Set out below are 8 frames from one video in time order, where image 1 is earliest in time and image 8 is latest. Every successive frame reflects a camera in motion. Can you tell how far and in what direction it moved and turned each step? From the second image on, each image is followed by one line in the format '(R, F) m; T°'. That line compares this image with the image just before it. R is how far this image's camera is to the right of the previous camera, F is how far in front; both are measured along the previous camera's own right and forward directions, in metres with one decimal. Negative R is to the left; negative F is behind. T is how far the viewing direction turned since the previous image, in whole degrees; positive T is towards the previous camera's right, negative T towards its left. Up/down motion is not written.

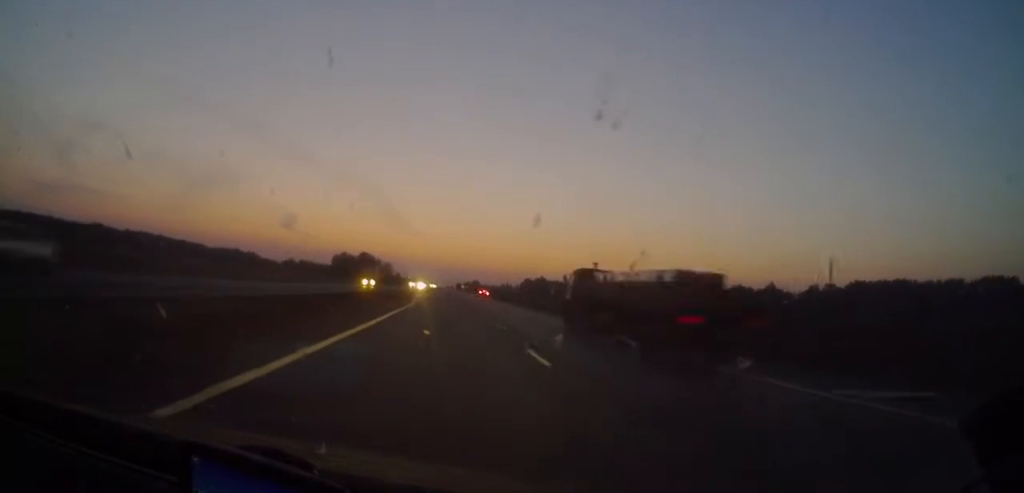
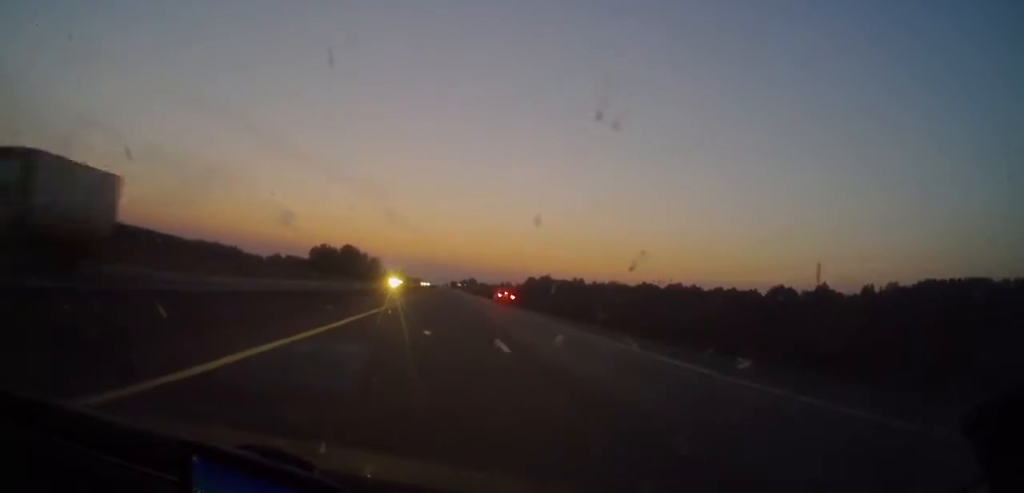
(-0.2, +57.2) m; +1°
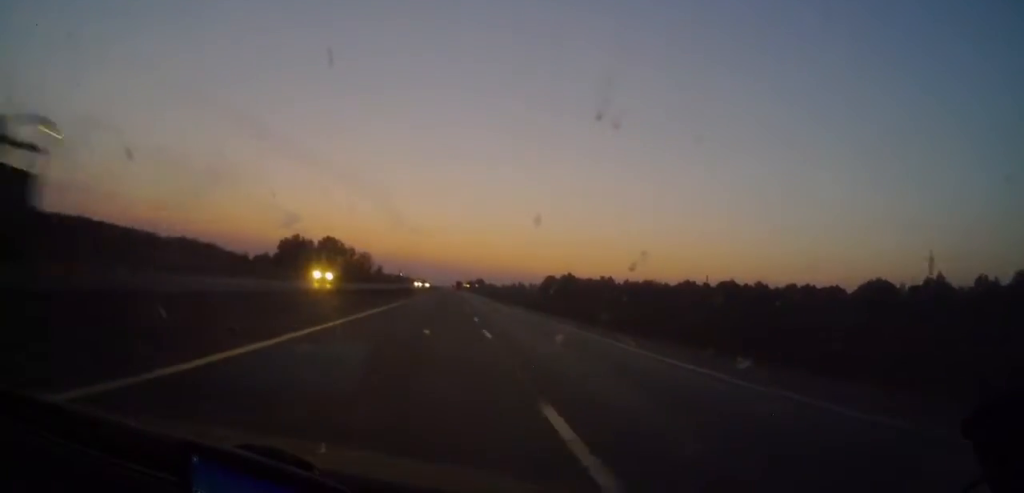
(+0.6, +80.2) m; 0°
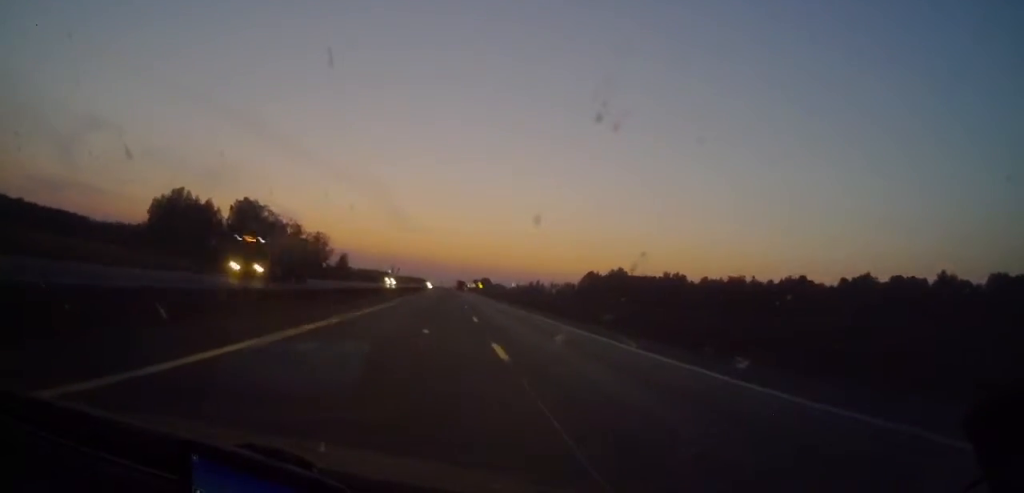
(-1.7, +137.3) m; -2°
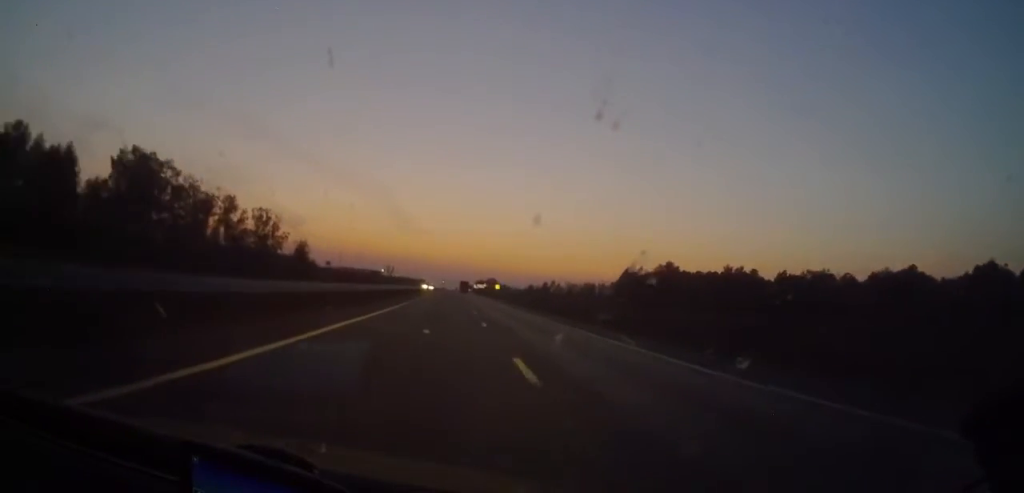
(-1.5, +76.7) m; 0°
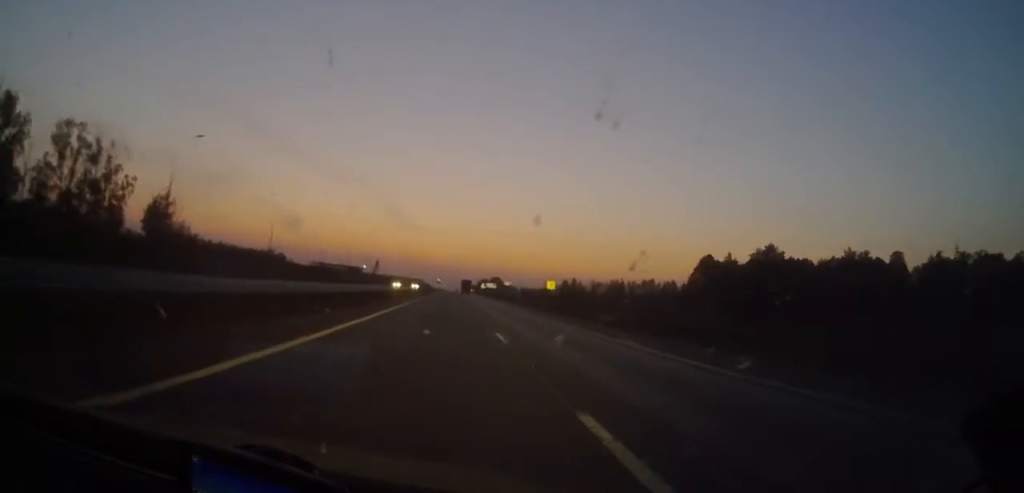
(+1.8, +92.6) m; +1°
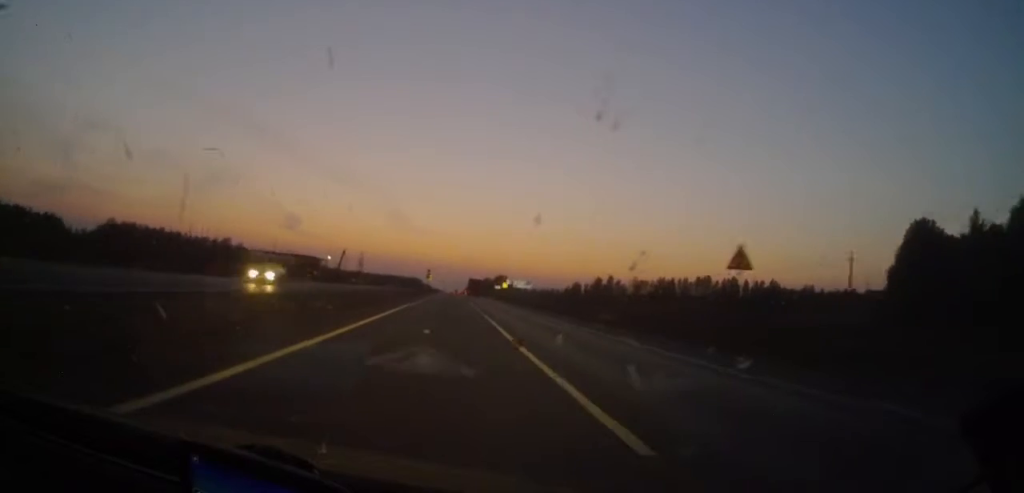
(-0.3, +105.8) m; 0°
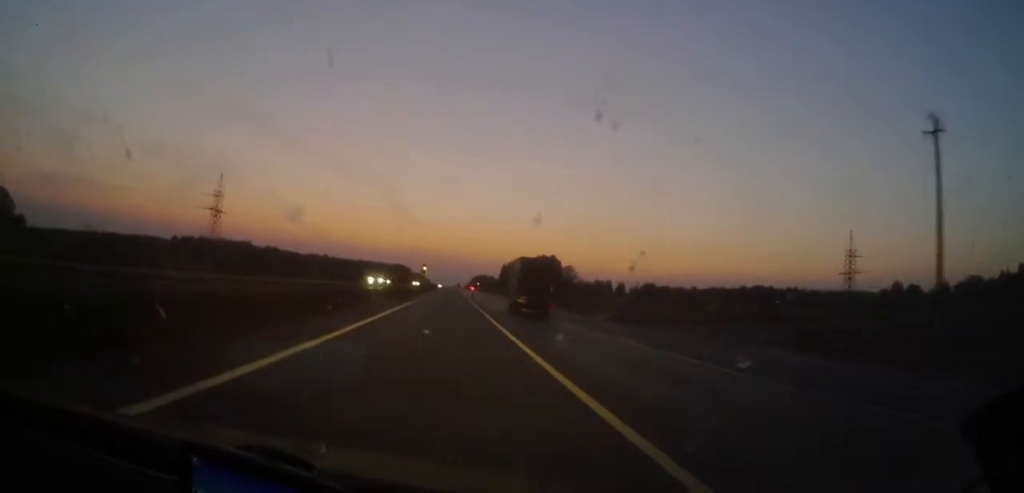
(+1.3, +271.6) m; 0°
